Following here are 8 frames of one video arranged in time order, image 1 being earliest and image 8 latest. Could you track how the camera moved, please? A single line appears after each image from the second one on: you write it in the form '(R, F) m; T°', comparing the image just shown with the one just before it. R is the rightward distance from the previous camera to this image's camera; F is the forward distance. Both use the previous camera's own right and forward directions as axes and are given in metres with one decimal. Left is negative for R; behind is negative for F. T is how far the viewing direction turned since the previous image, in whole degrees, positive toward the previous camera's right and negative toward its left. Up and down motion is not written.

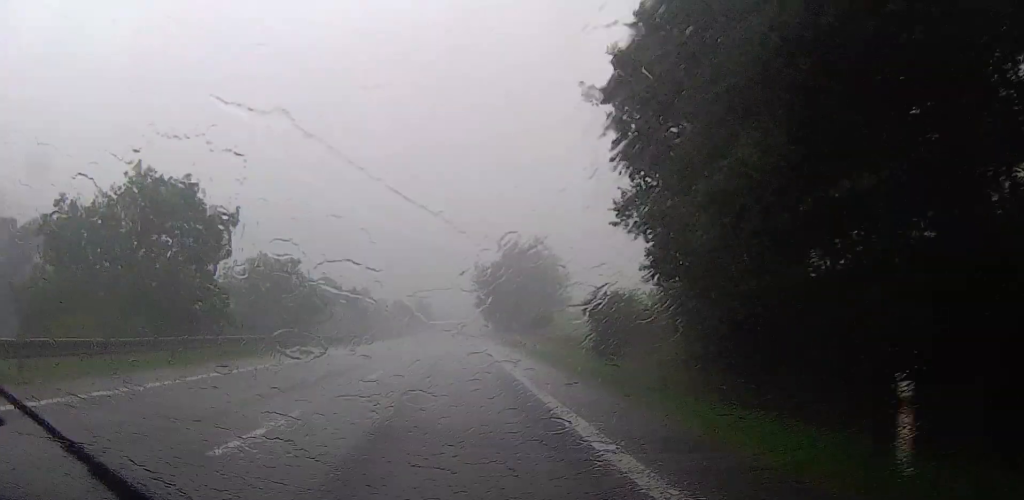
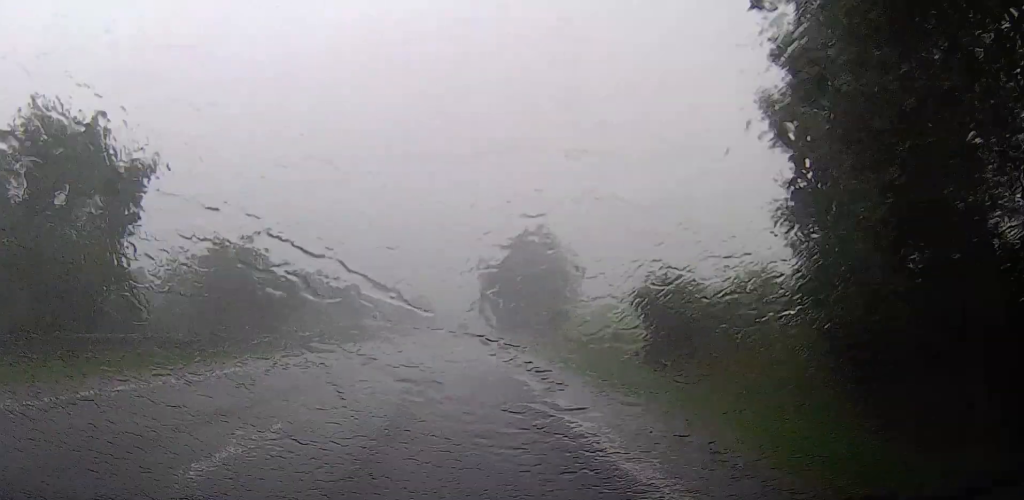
(0.0, +10.1) m; 0°
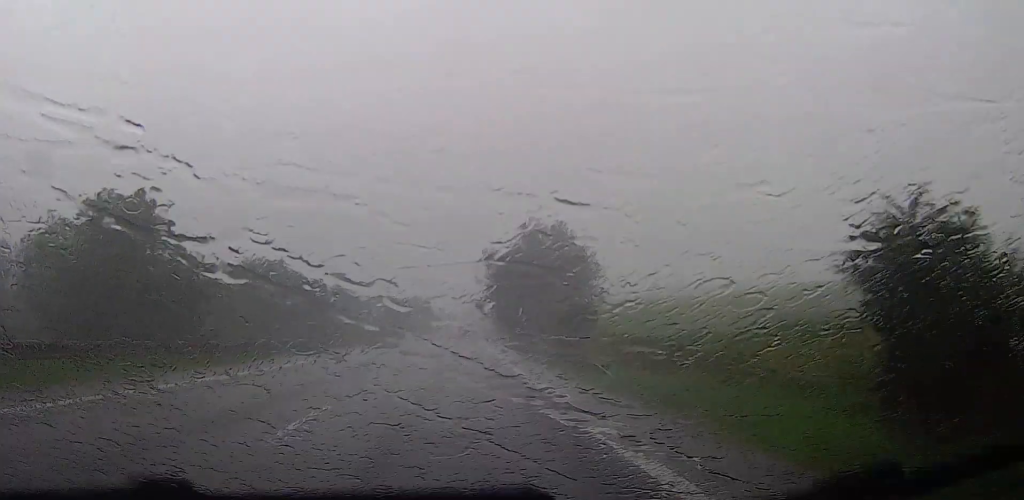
(0.0, +15.7) m; 0°
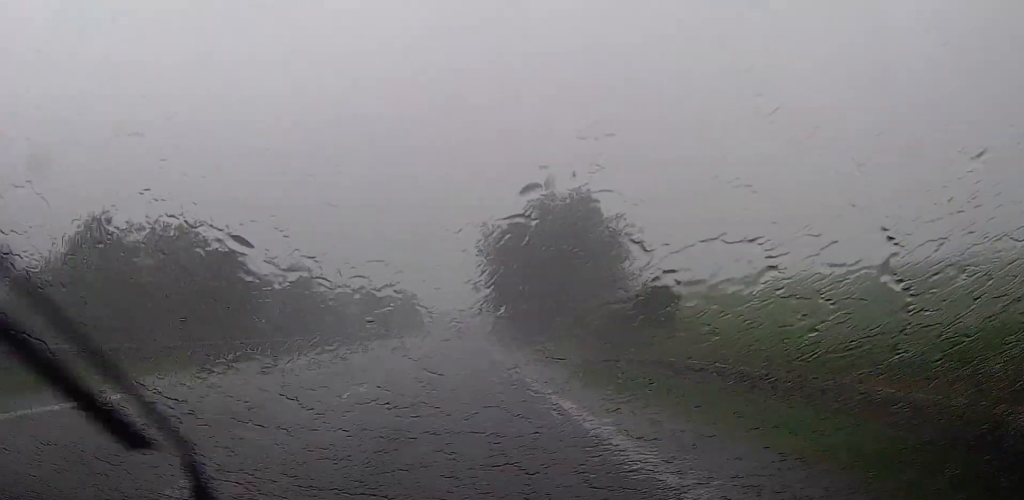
(-0.5, +22.5) m; -1°
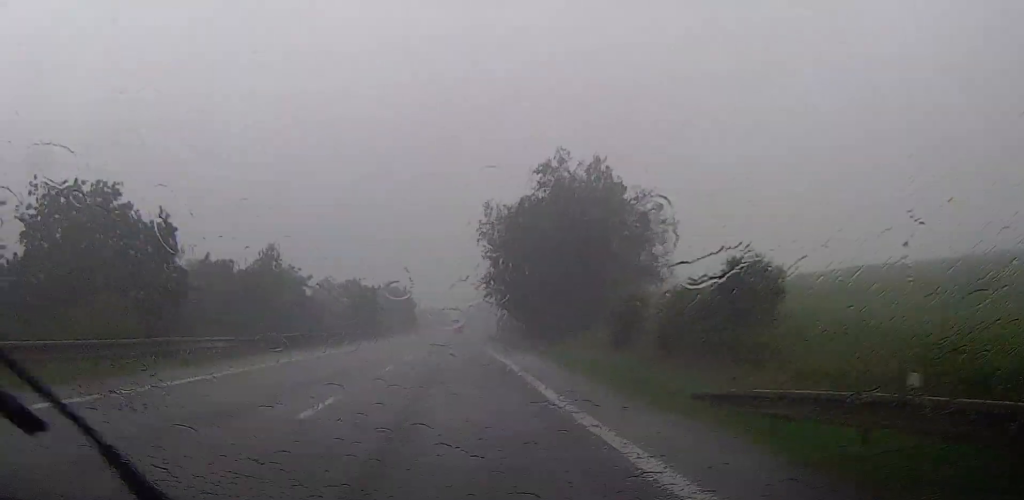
(+0.1, +11.5) m; +1°
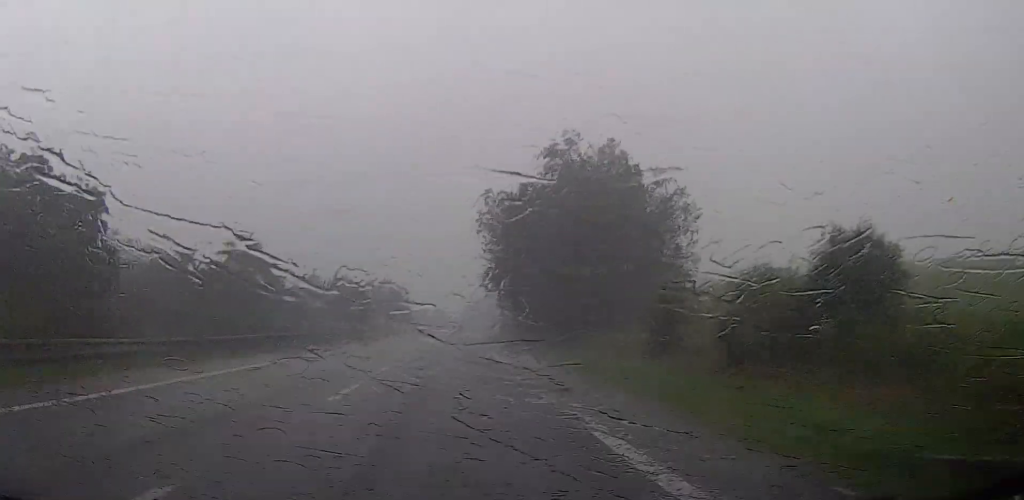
(+0.1, +7.0) m; +1°
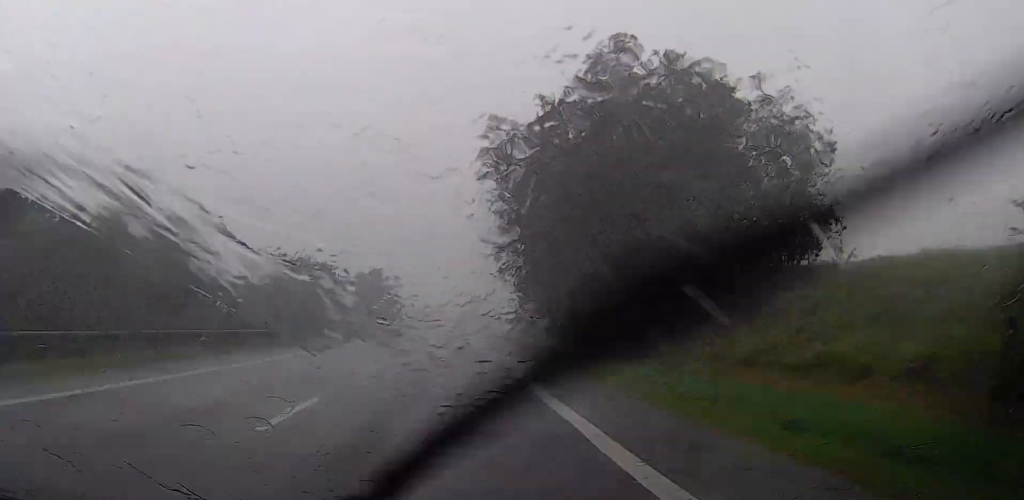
(0.0, +21.1) m; -1°
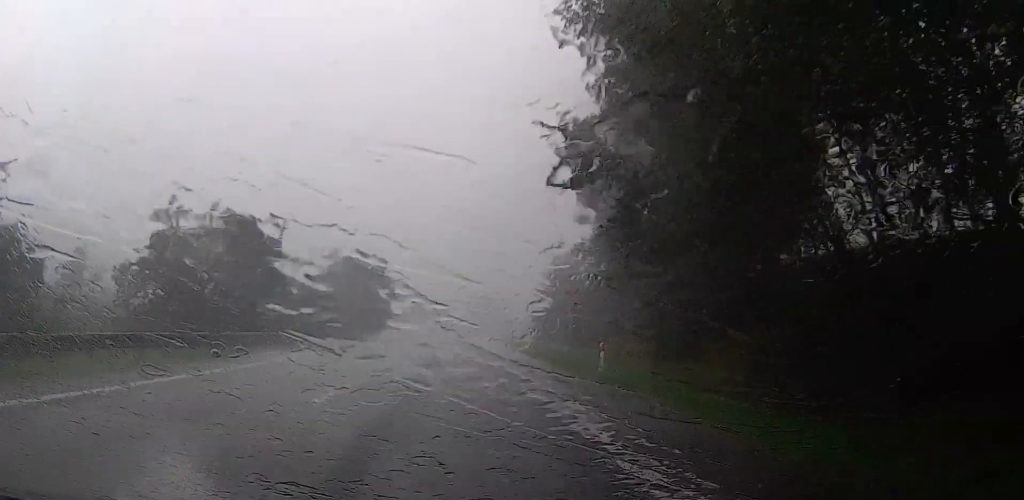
(-0.2, +24.7) m; +3°
